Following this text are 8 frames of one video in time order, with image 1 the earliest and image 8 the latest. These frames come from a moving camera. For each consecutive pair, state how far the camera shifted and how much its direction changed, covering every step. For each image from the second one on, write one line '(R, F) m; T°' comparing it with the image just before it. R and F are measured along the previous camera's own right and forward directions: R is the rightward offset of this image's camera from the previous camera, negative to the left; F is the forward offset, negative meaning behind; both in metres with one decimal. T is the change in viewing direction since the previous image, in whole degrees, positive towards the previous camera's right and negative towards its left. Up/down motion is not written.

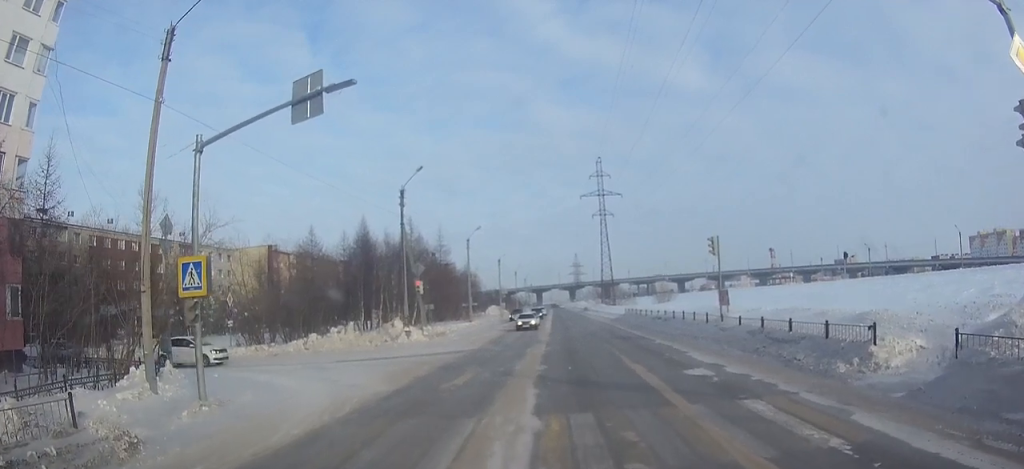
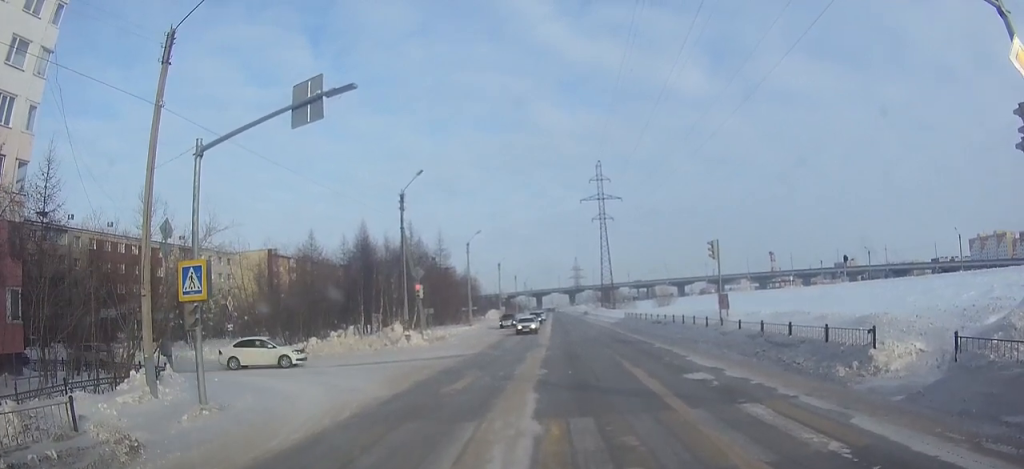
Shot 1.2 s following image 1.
(-0.2, +0.2) m; 0°
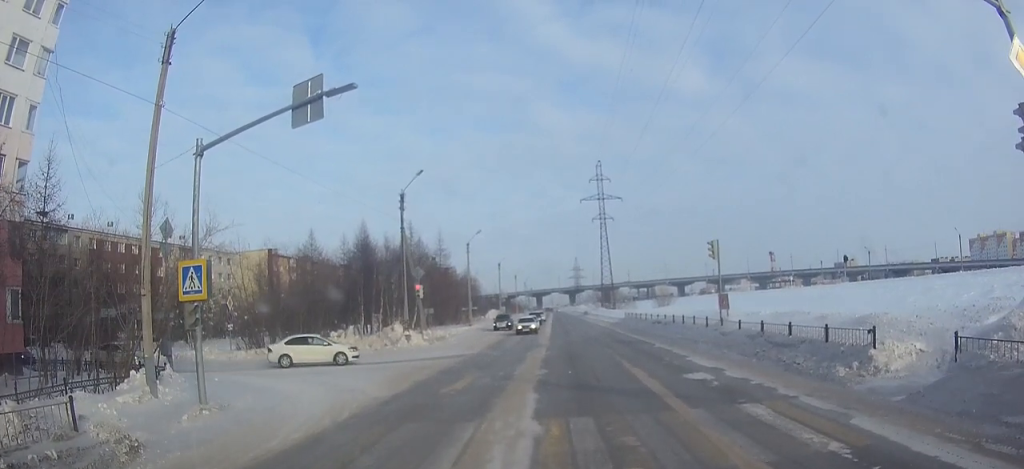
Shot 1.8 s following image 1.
(-0.1, 0.0) m; 0°
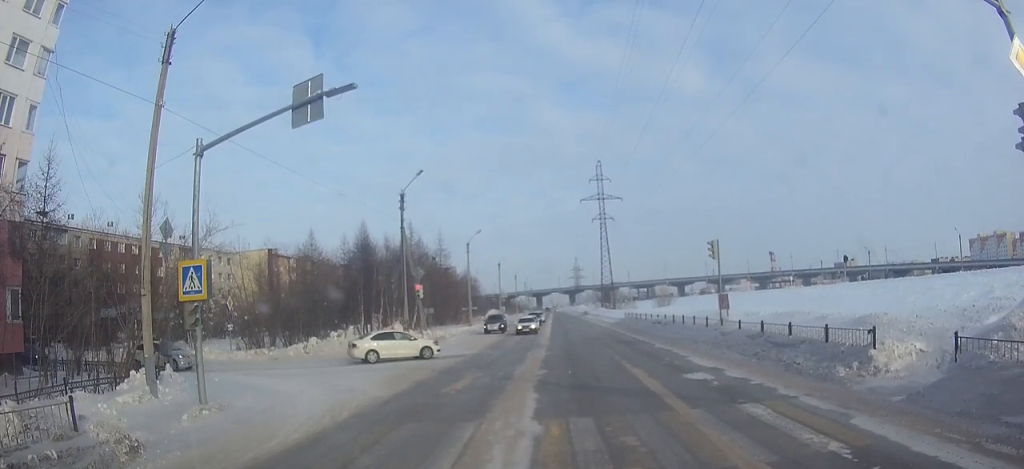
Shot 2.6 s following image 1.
(0.0, 0.0) m; 0°
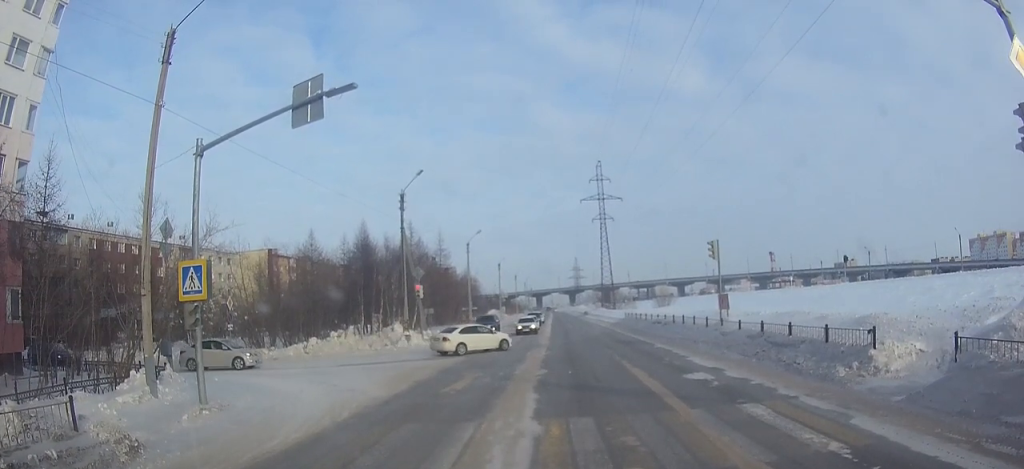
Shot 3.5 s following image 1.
(0.0, 0.0) m; 0°
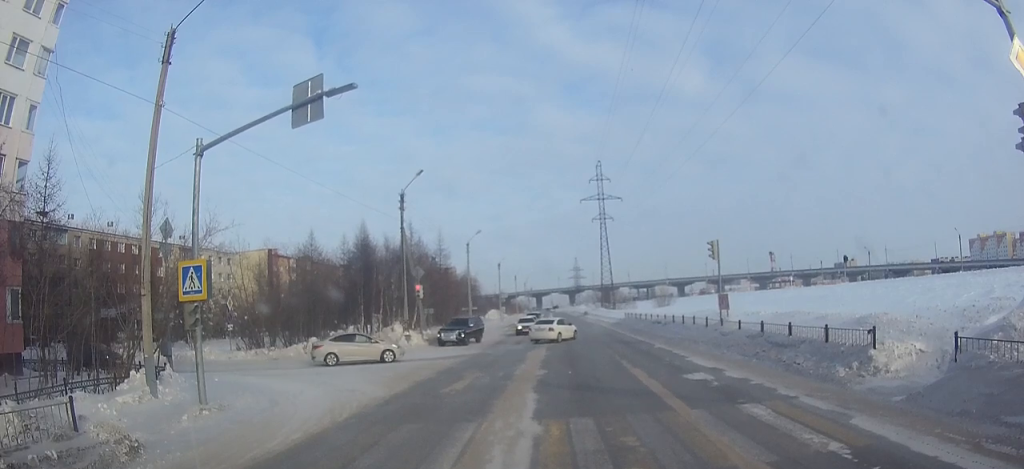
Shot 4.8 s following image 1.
(0.0, 0.0) m; 0°
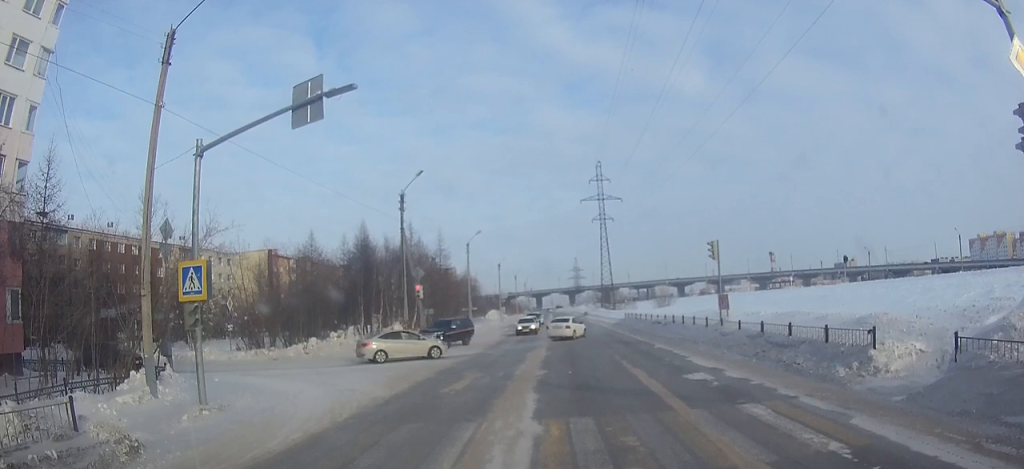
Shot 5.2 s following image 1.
(0.0, 0.0) m; 0°
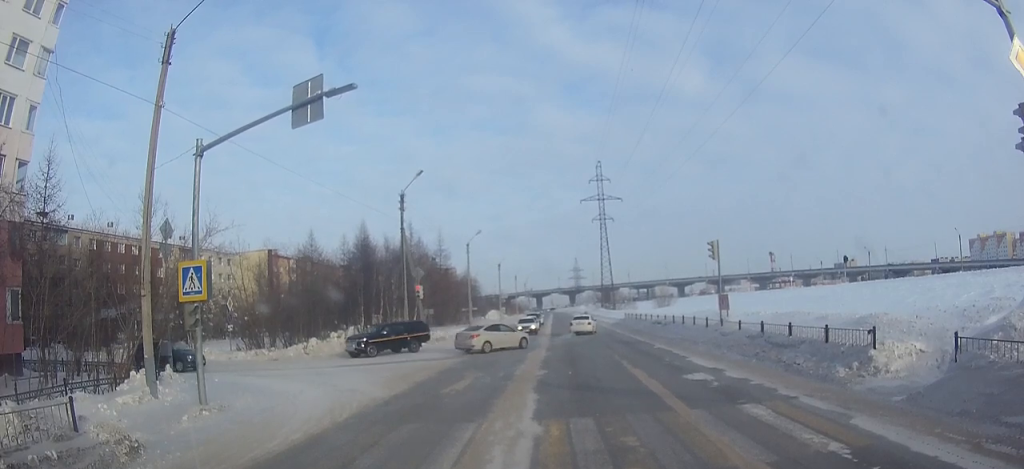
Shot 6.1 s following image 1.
(0.0, 0.0) m; 0°
